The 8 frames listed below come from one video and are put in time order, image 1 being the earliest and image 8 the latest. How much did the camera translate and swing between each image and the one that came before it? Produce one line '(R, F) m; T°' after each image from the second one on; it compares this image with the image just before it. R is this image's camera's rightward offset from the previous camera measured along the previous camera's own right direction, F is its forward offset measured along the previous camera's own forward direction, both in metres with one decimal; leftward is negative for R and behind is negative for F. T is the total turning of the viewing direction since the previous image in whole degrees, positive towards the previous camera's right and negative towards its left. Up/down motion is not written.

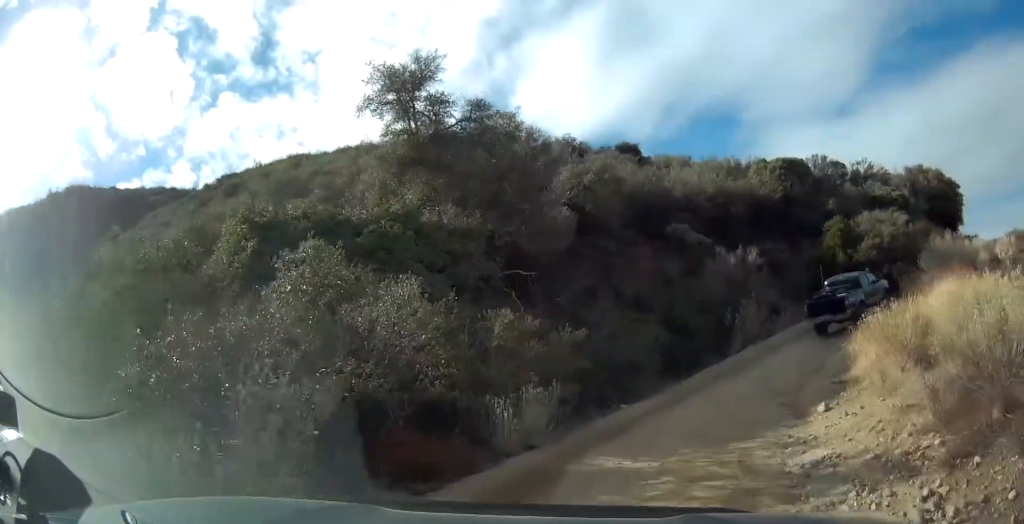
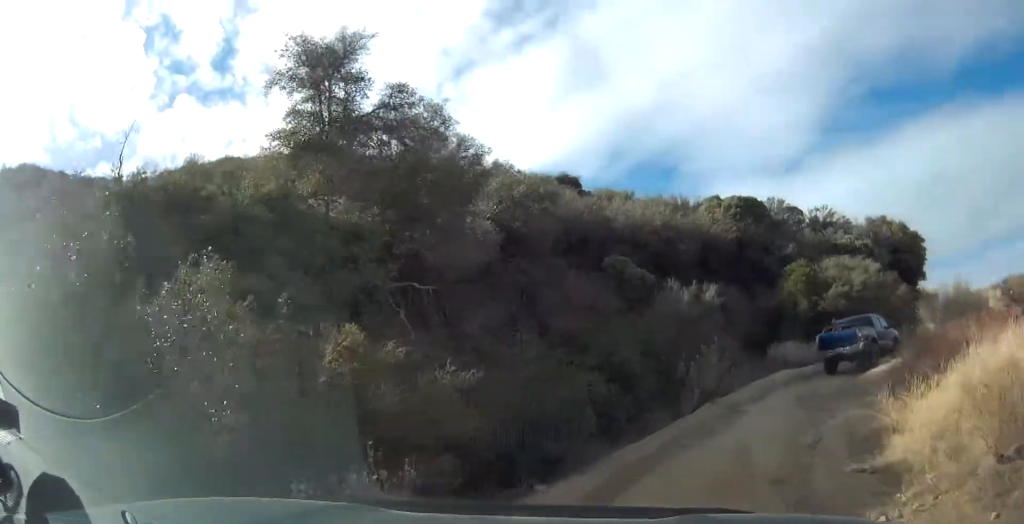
(+0.3, +4.0) m; +10°
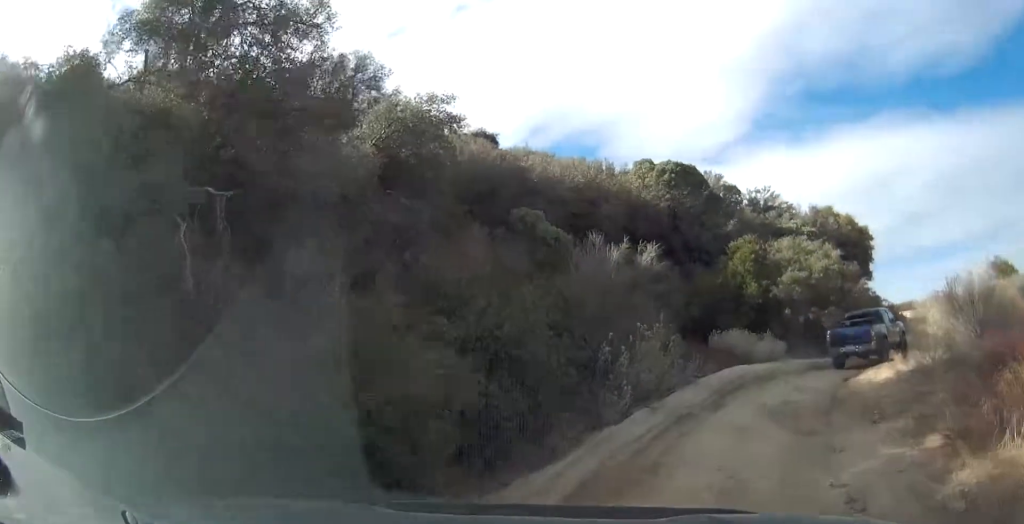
(+0.6, +4.9) m; +11°
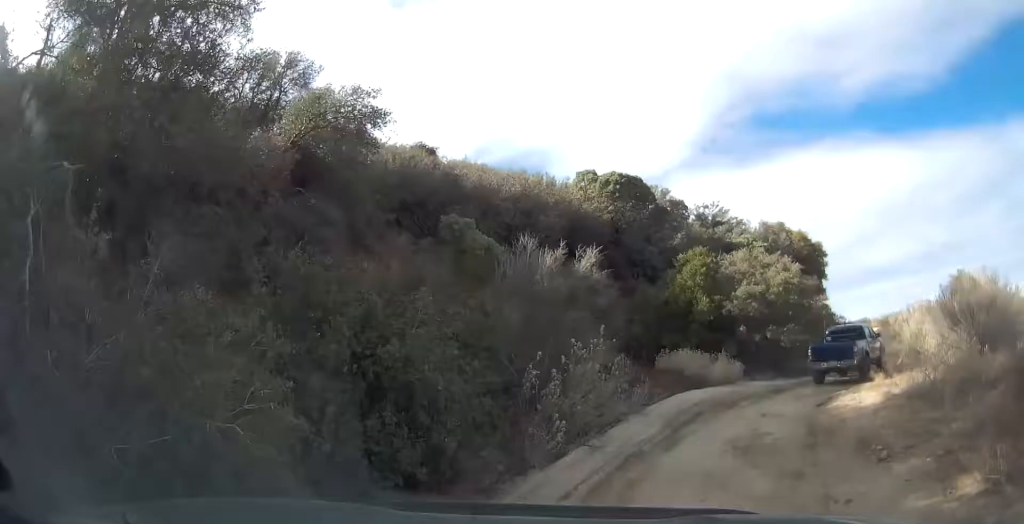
(-0.1, +2.1) m; +4°
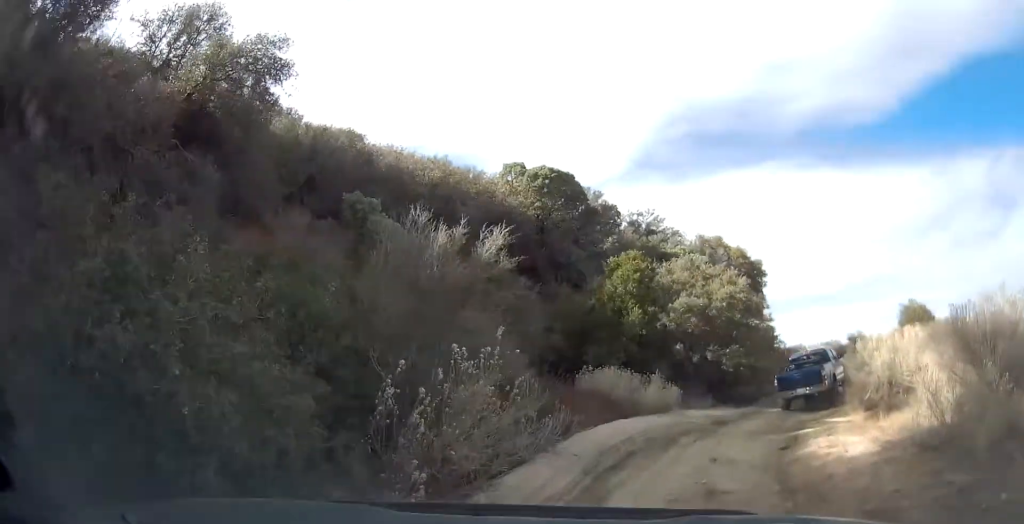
(+0.1, +2.7) m; +7°
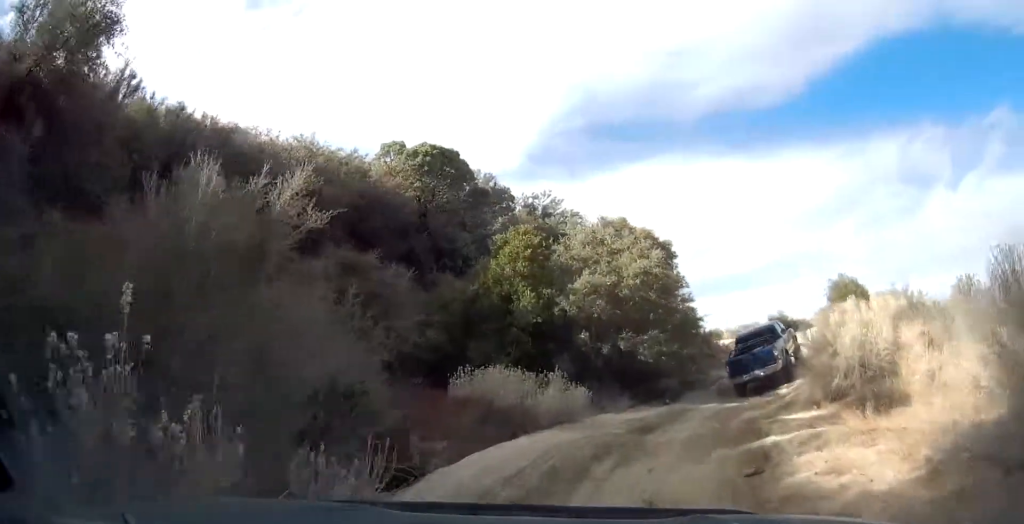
(+0.2, +3.6) m; +12°
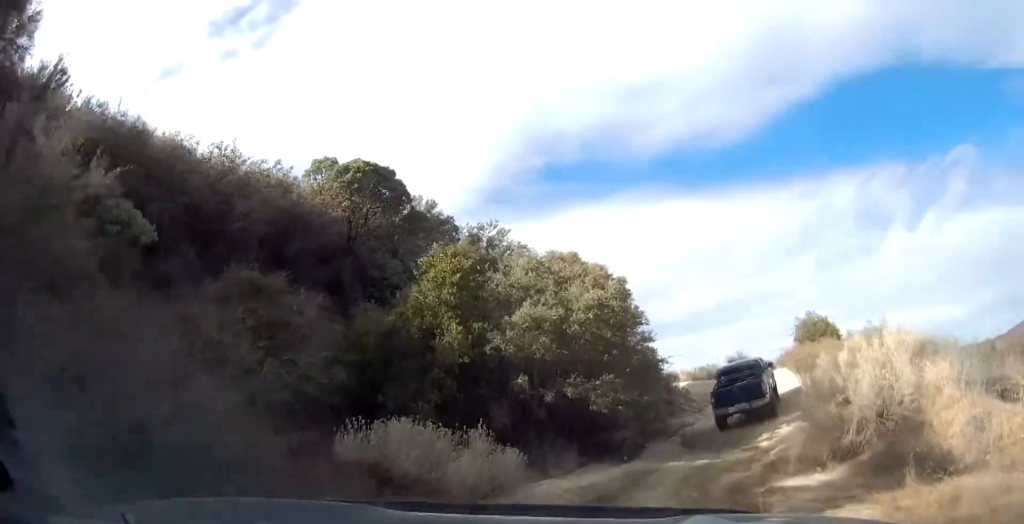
(+0.5, +2.9) m; +4°
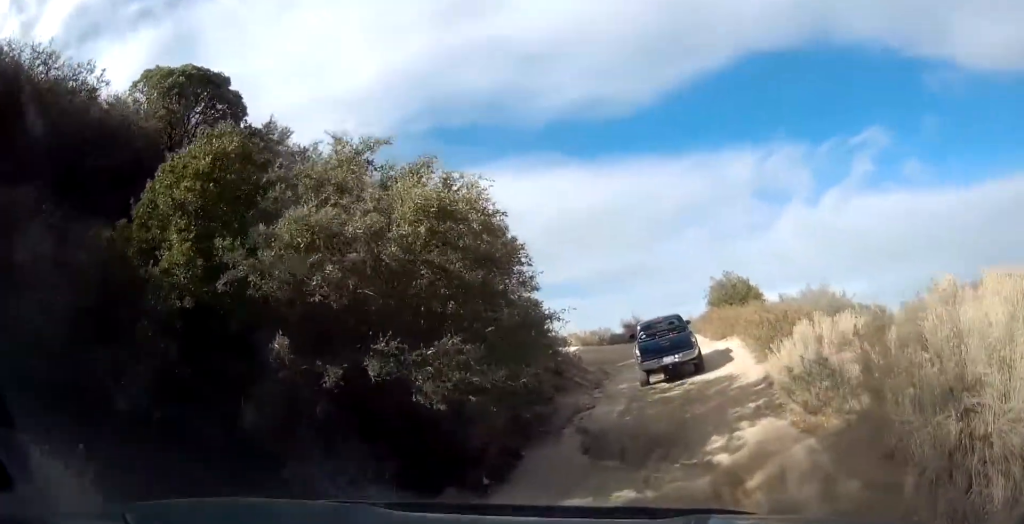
(+0.2, +6.0) m; +10°
